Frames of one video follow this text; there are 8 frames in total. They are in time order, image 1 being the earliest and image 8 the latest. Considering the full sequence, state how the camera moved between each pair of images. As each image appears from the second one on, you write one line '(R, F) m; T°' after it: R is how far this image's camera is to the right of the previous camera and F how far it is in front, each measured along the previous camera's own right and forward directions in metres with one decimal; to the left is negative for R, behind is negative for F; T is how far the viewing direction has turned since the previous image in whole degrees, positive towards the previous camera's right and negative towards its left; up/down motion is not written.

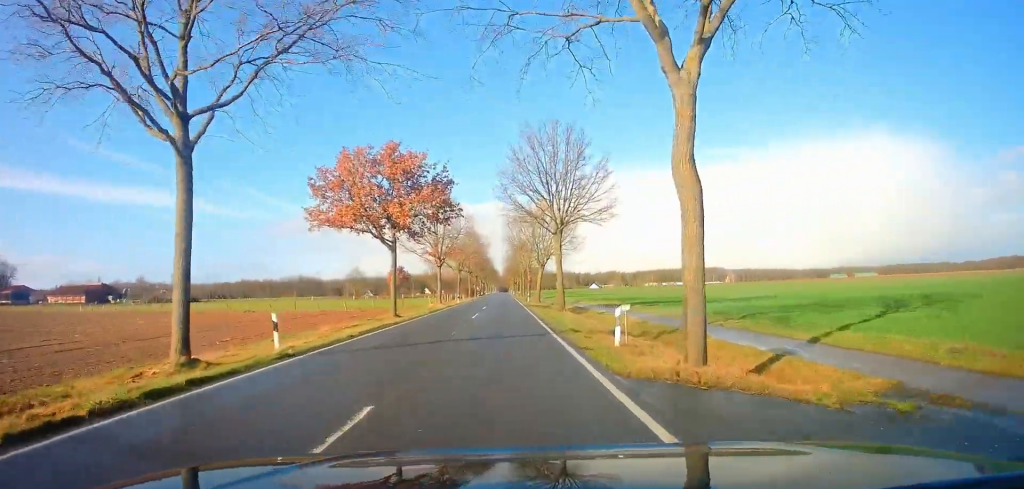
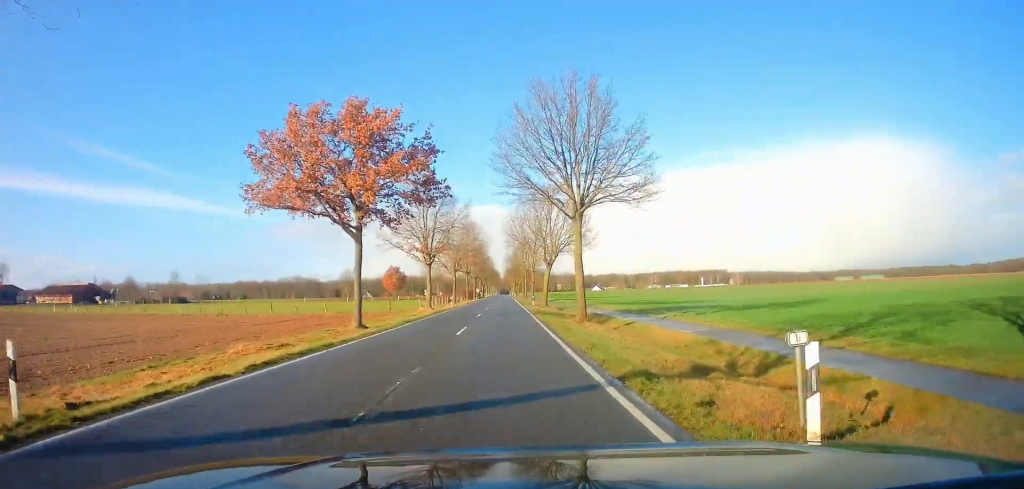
(-0.2, +8.6) m; 0°
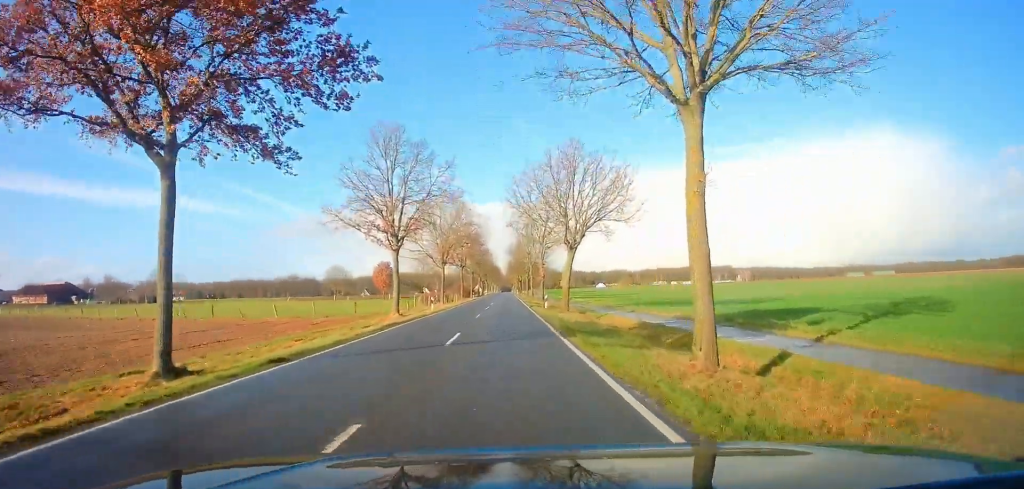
(-0.2, +15.9) m; 0°
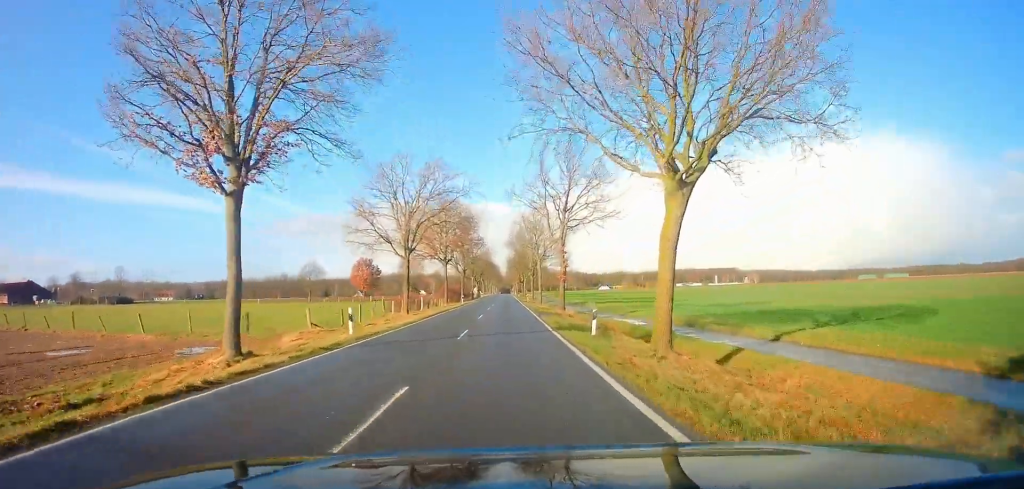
(+0.4, +21.3) m; 0°
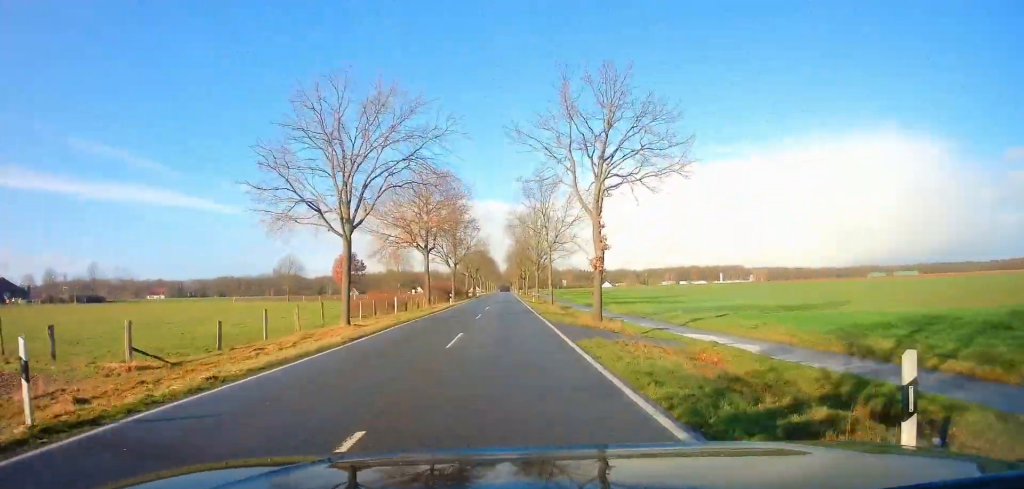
(-0.1, +14.4) m; 0°
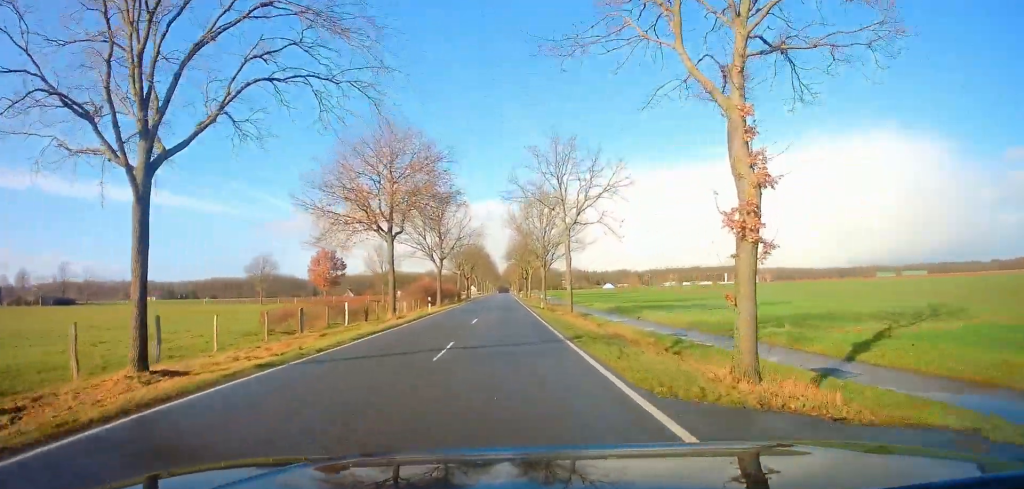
(0.0, +14.5) m; 0°
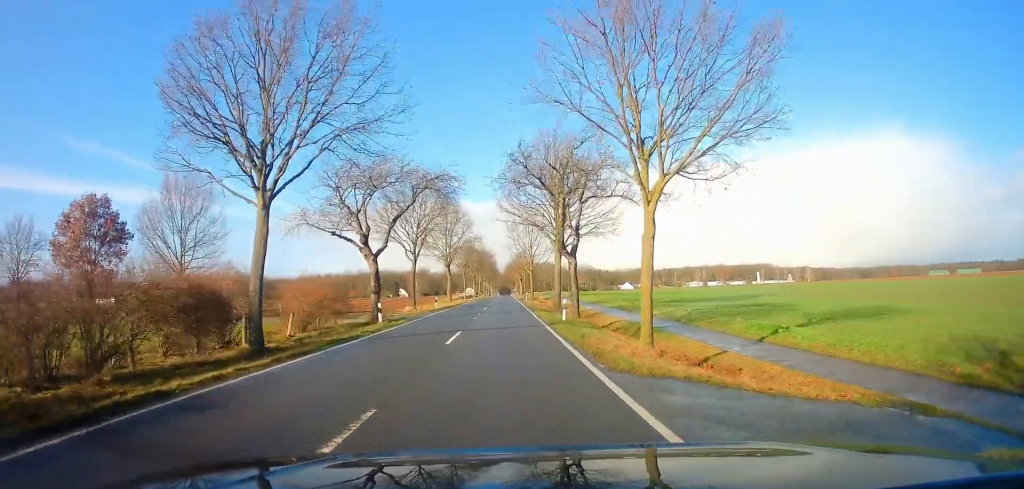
(0.0, +67.1) m; 0°
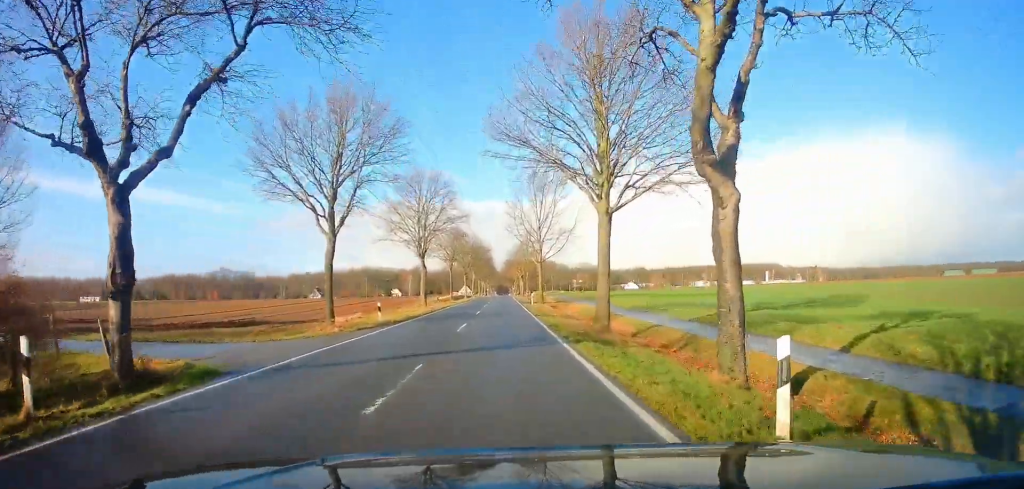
(0.0, +19.8) m; 0°
